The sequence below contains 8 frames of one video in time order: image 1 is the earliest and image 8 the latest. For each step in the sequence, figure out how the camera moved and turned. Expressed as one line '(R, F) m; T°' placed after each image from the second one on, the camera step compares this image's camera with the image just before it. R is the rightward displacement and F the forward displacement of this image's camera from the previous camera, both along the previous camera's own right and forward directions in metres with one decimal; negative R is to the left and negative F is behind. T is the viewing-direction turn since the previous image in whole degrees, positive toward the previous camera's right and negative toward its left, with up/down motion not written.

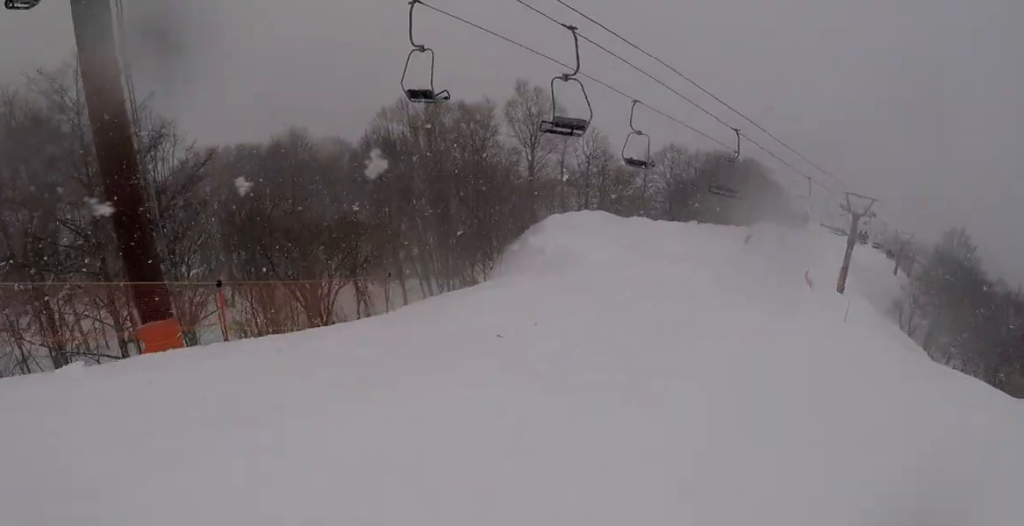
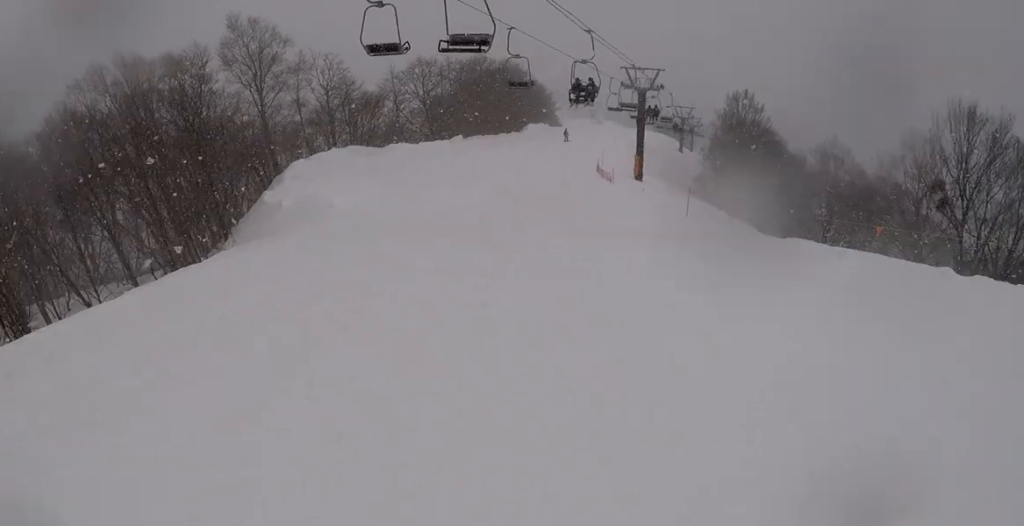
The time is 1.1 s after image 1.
(+1.1, +9.5) m; +7°
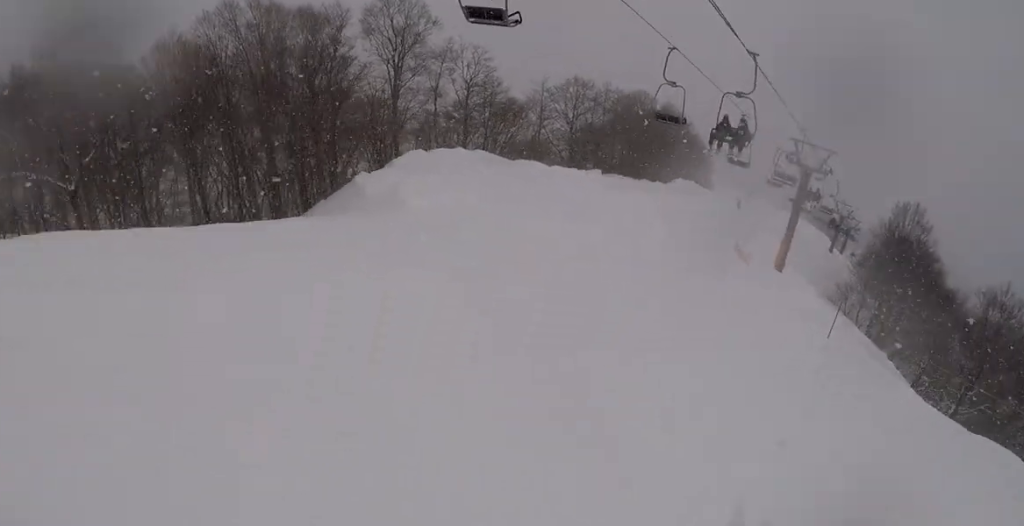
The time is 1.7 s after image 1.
(-0.2, +5.4) m; -5°
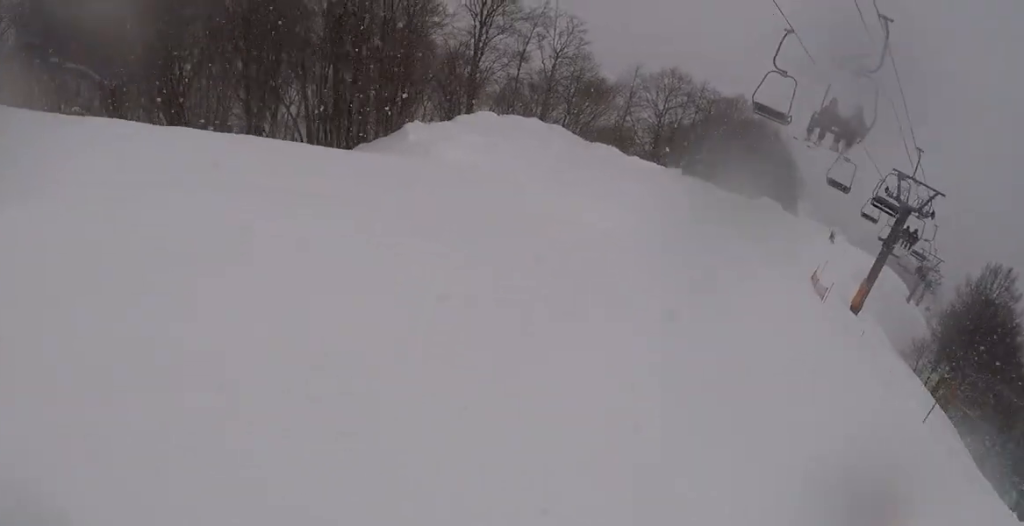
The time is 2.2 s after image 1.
(+0.2, +4.1) m; -4°
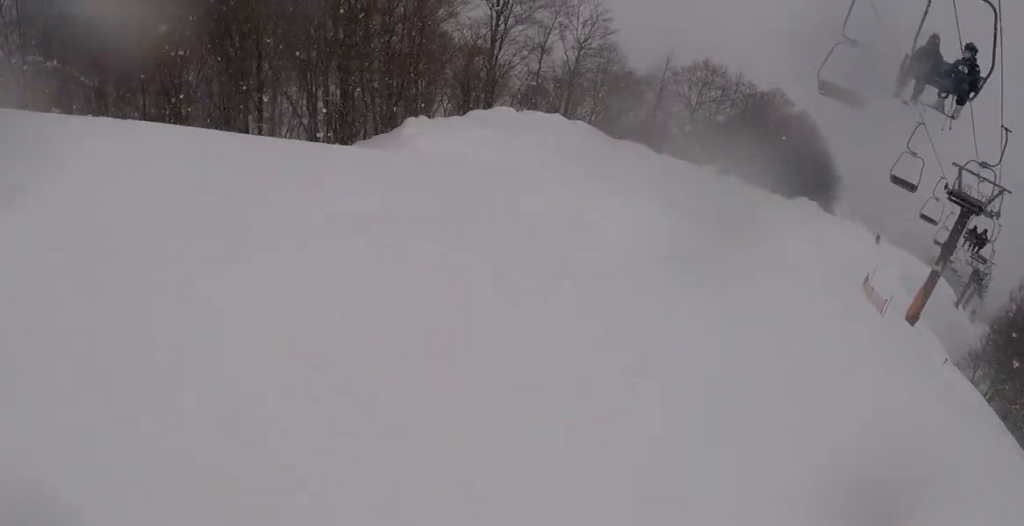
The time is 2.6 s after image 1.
(-0.4, +4.0) m; 0°
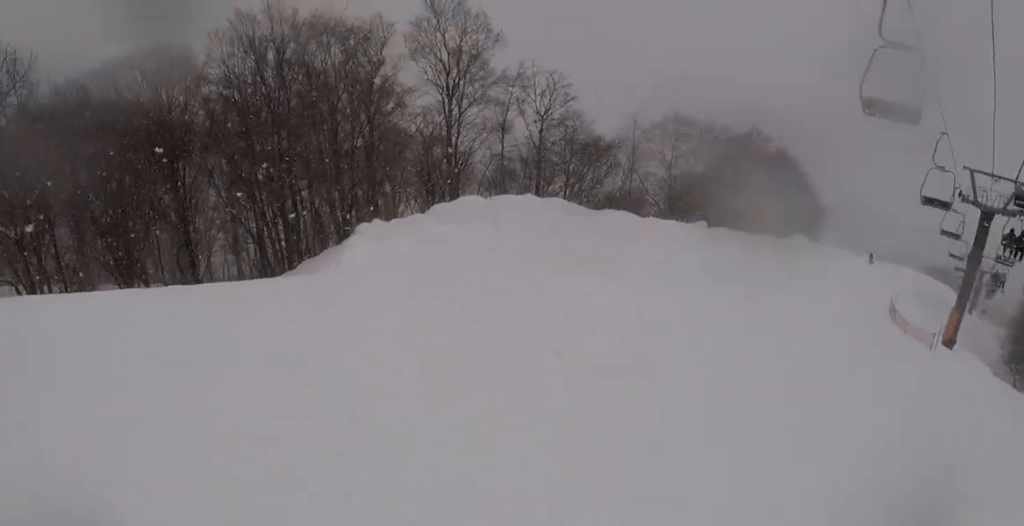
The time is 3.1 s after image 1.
(-0.5, +4.6) m; 0°
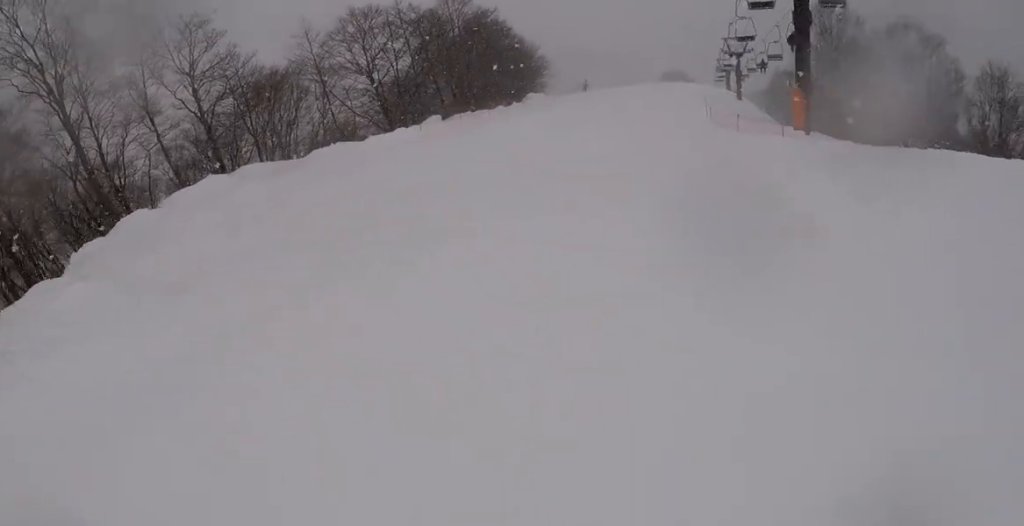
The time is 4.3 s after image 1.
(+1.6, +11.0) m; +13°
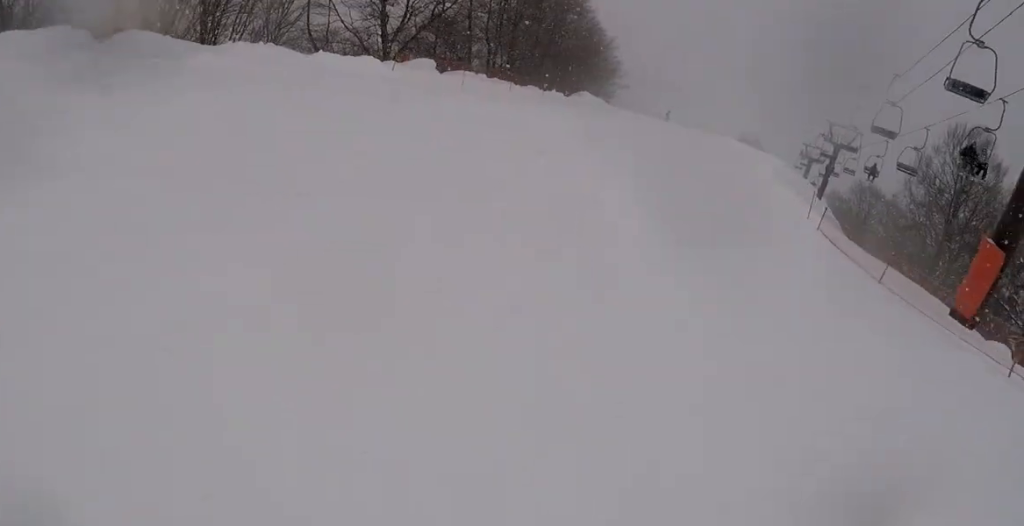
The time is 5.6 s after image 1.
(-0.4, +11.9) m; -8°
